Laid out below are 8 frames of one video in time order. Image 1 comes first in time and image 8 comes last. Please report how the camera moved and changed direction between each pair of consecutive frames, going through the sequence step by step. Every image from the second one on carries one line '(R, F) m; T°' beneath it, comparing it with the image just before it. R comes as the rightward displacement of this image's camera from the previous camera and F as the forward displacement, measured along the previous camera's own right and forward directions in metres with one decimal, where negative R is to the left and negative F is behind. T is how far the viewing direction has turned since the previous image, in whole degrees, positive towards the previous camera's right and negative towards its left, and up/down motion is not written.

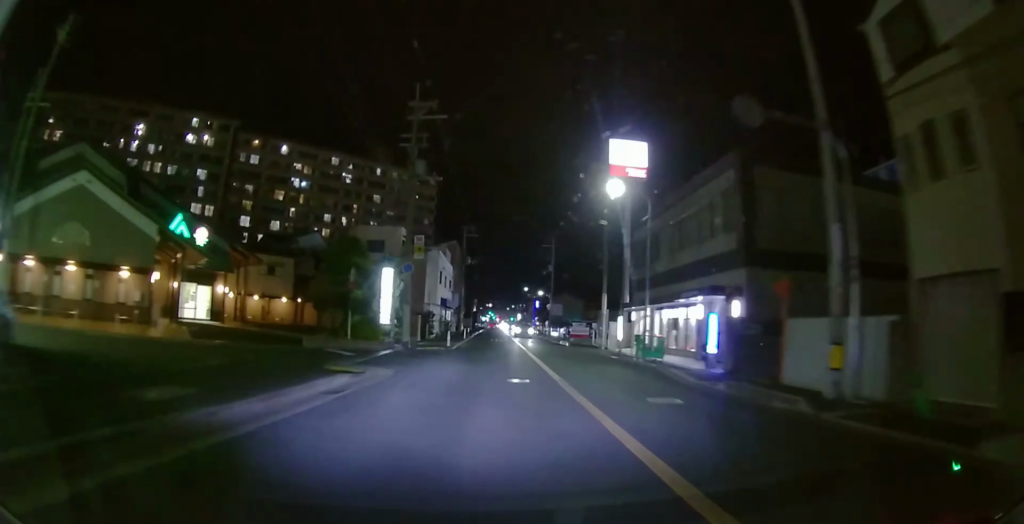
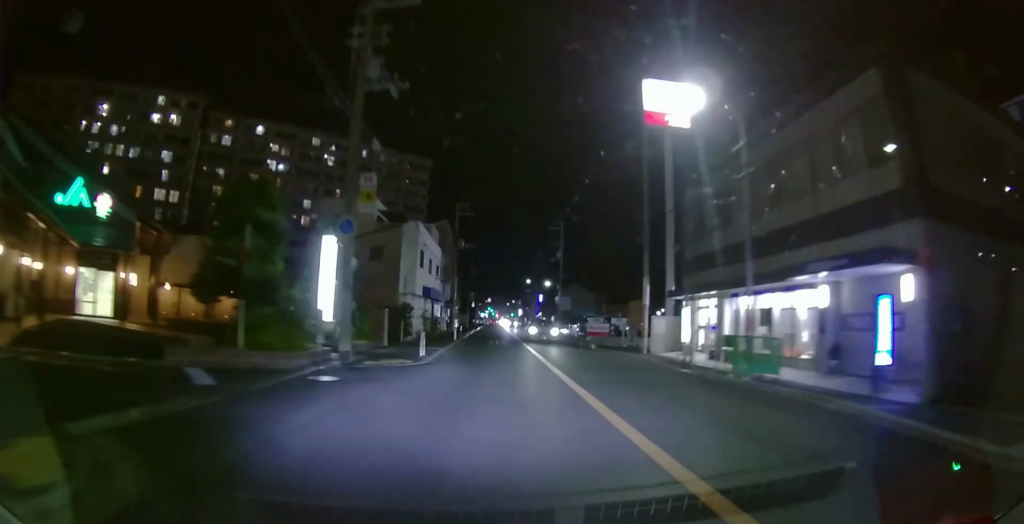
(+0.1, +10.5) m; +1°
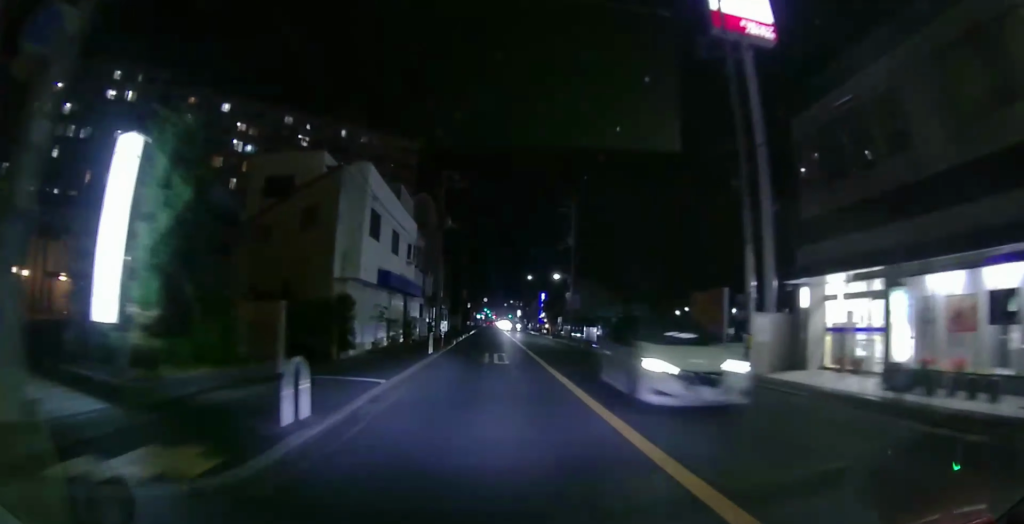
(0.0, +11.7) m; 0°
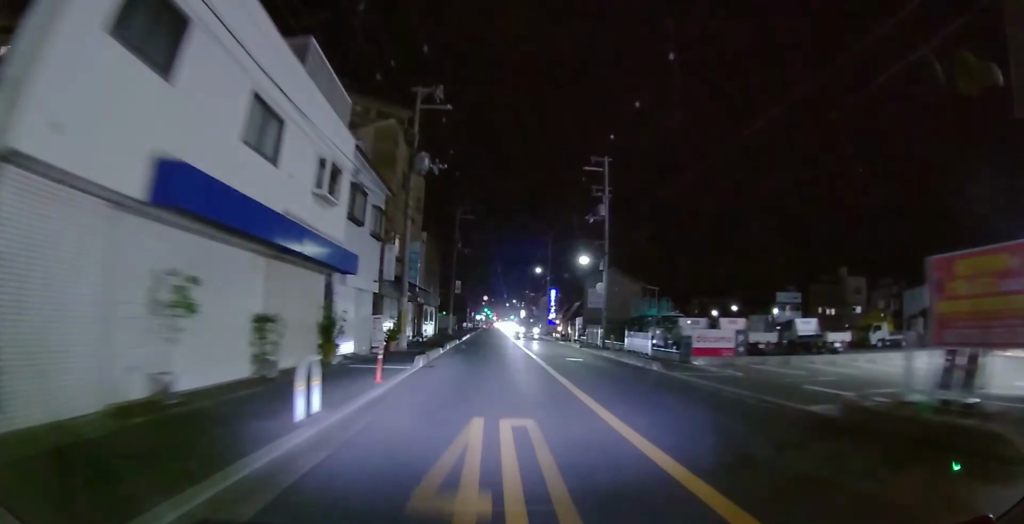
(0.0, +14.7) m; 0°
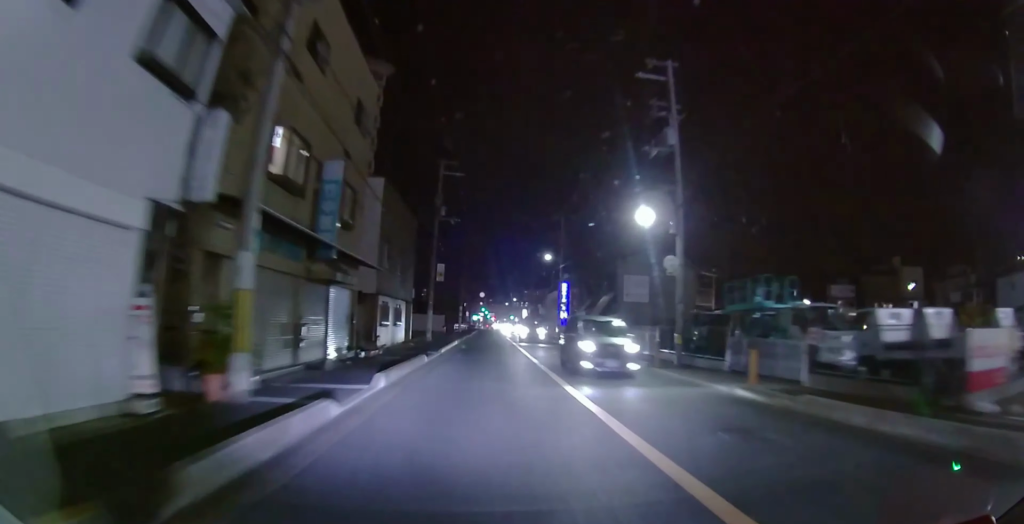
(0.0, +15.1) m; 0°
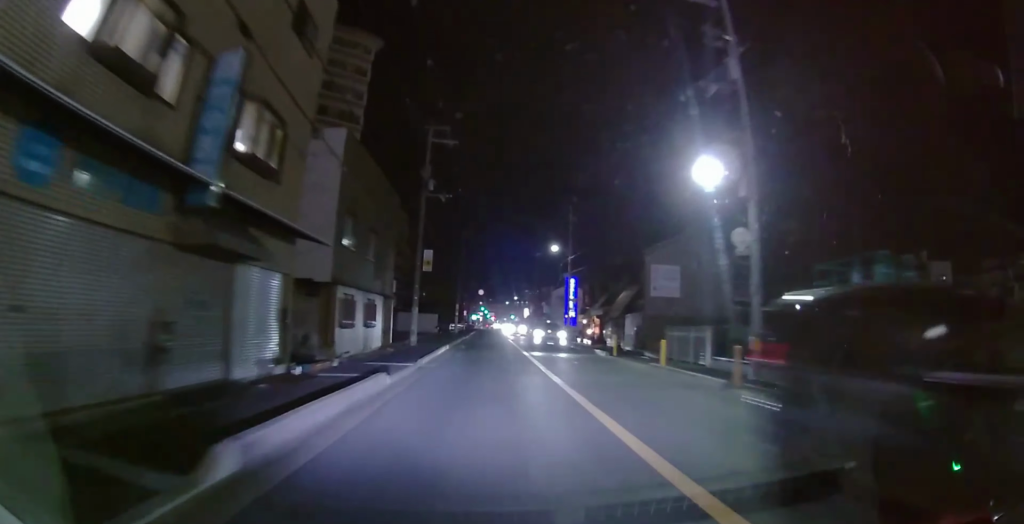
(0.0, +6.3) m; 0°
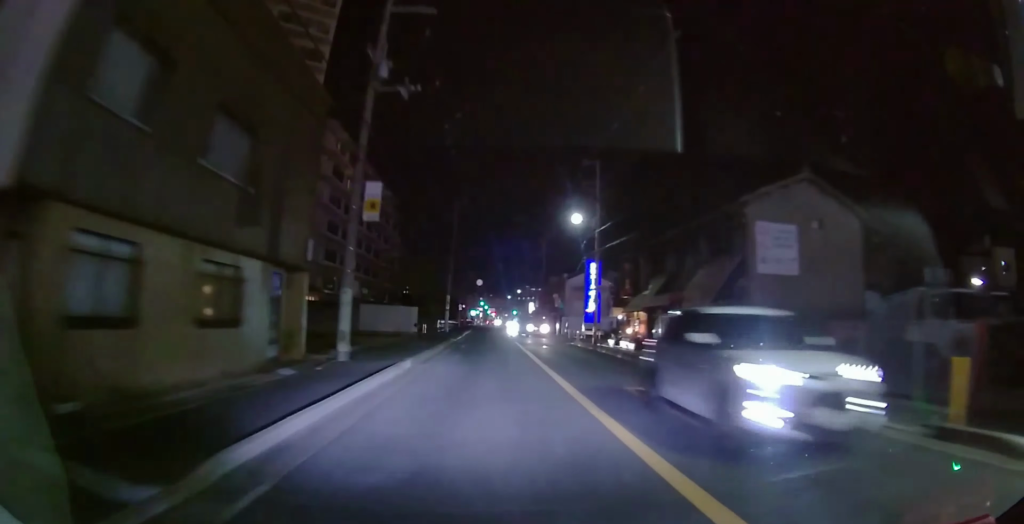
(0.0, +13.5) m; 0°
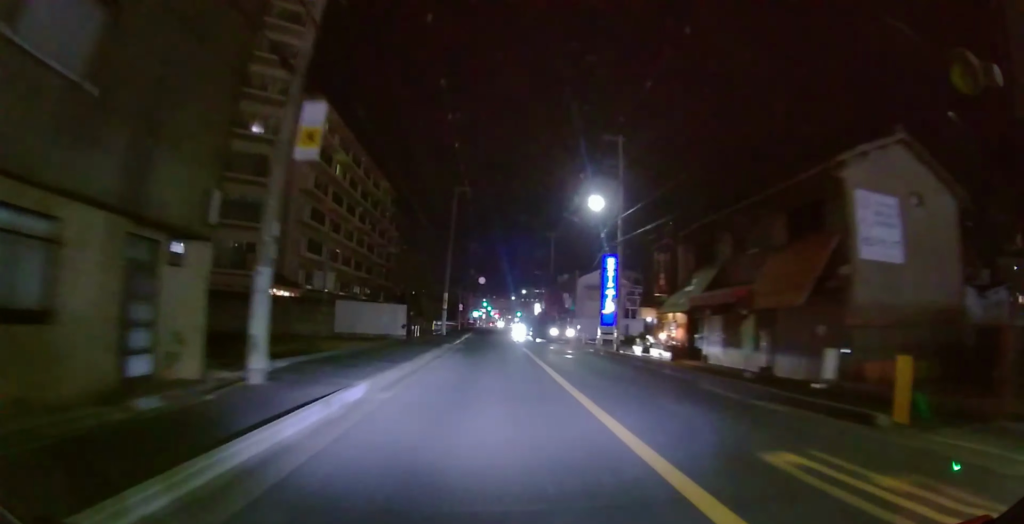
(0.0, +5.7) m; 0°
